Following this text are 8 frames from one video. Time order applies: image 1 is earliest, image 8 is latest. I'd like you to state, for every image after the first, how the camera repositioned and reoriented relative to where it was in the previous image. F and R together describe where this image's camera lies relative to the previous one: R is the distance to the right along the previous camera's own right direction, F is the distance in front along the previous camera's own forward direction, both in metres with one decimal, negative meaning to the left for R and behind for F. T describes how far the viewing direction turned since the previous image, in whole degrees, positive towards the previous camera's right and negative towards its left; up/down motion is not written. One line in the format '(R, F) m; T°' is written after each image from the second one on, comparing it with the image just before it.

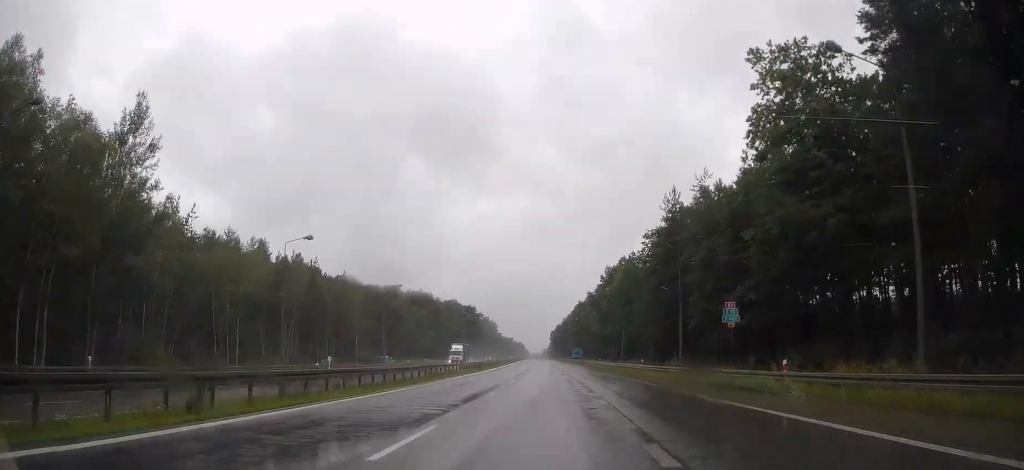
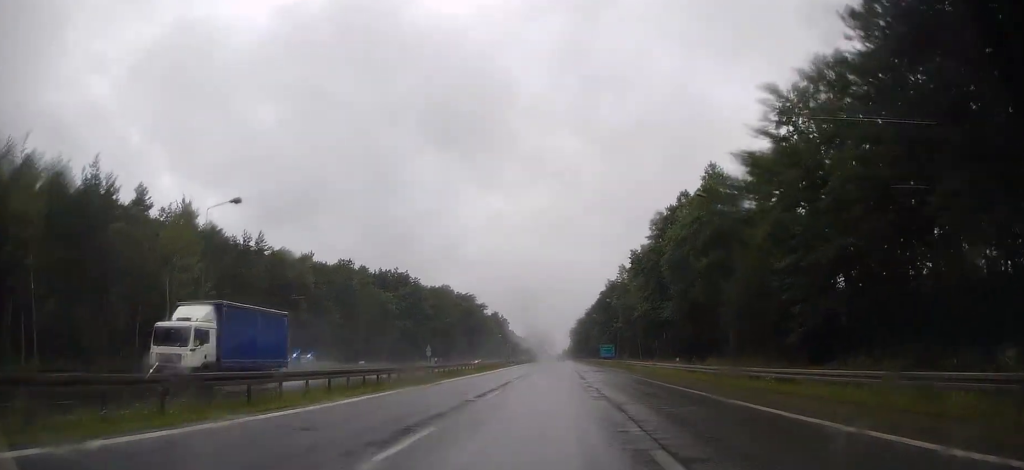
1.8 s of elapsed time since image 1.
(-0.7, +49.2) m; -2°
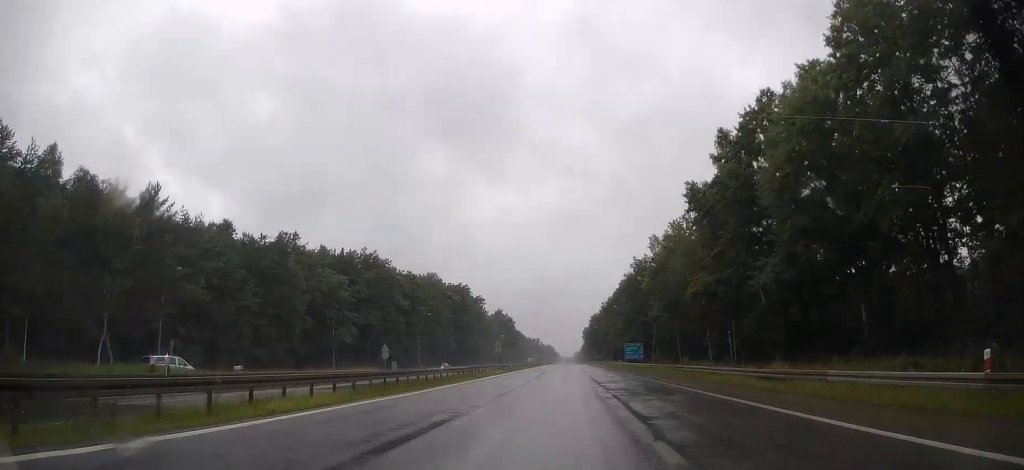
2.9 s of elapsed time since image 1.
(-0.3, +30.9) m; 0°
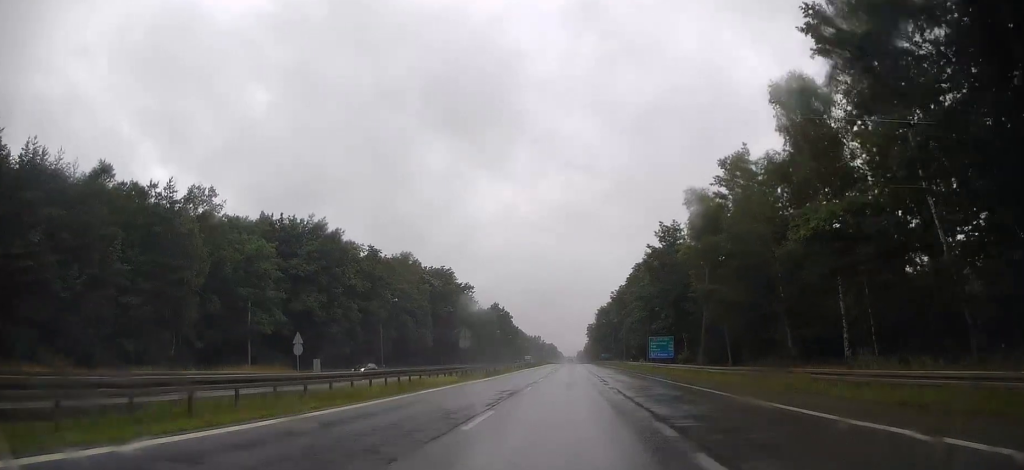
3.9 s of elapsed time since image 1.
(+0.1, +25.6) m; 0°
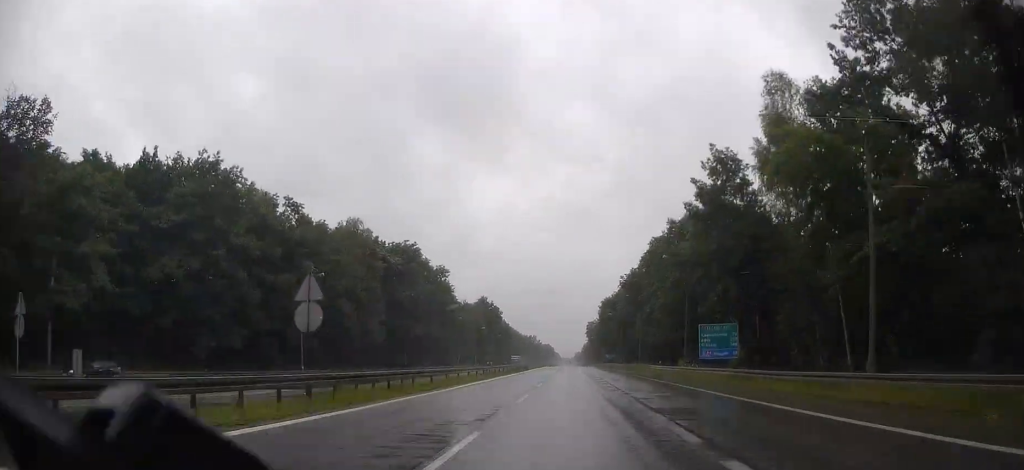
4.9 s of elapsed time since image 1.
(0.0, +28.9) m; +1°
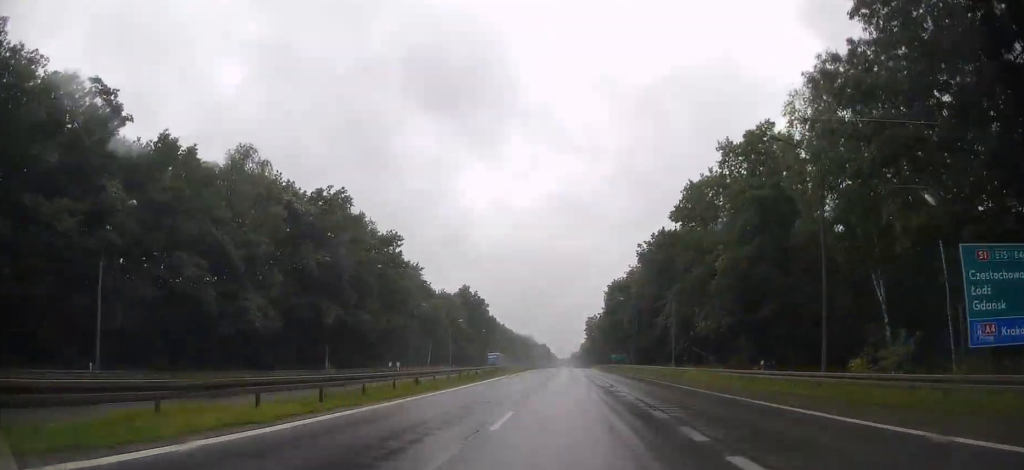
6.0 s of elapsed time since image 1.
(+0.2, +32.2) m; 0°
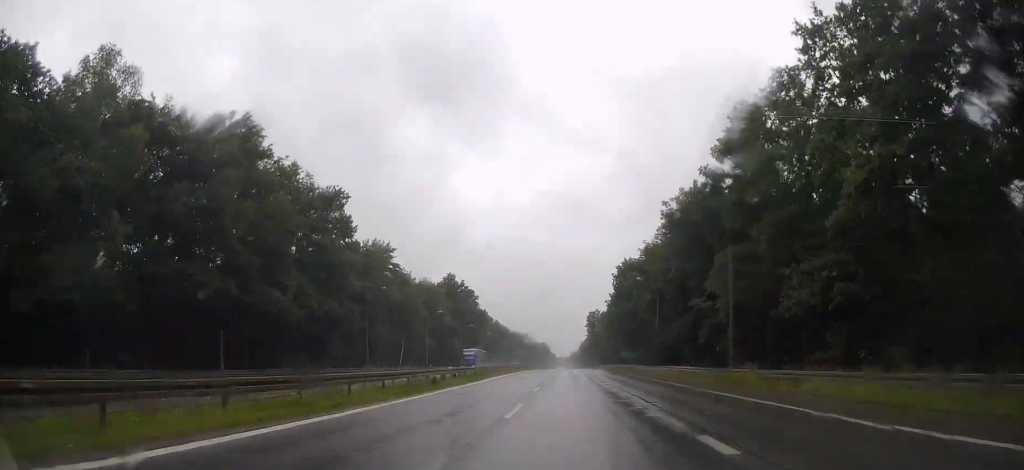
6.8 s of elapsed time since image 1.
(0.0, +22.1) m; 0°
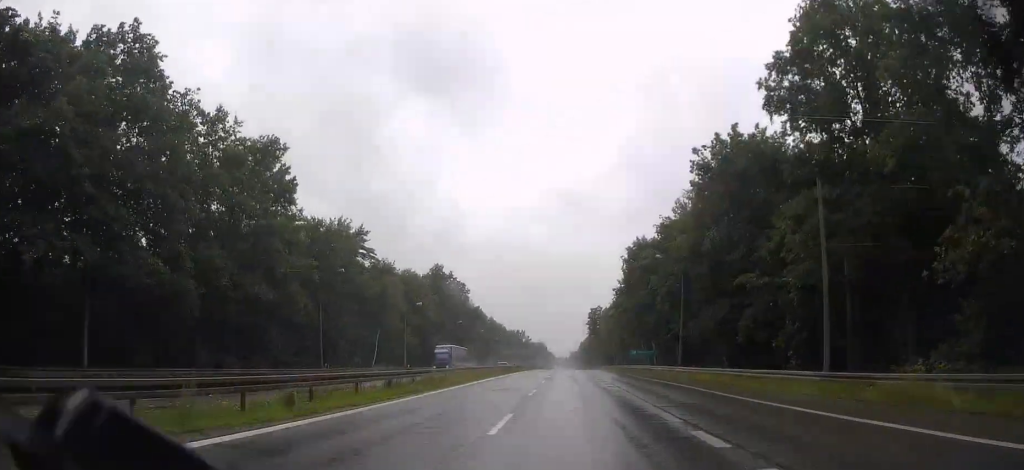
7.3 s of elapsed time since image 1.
(0.0, +15.5) m; 0°
